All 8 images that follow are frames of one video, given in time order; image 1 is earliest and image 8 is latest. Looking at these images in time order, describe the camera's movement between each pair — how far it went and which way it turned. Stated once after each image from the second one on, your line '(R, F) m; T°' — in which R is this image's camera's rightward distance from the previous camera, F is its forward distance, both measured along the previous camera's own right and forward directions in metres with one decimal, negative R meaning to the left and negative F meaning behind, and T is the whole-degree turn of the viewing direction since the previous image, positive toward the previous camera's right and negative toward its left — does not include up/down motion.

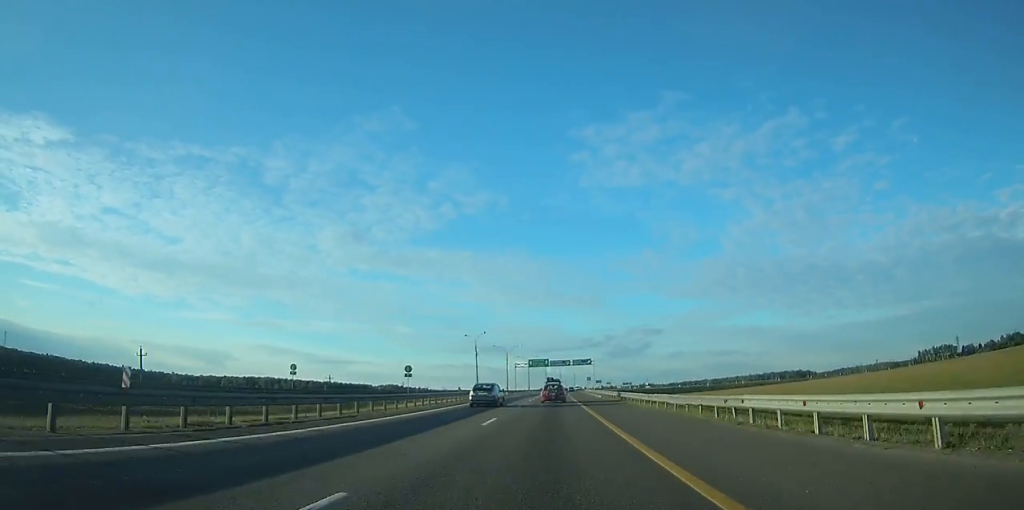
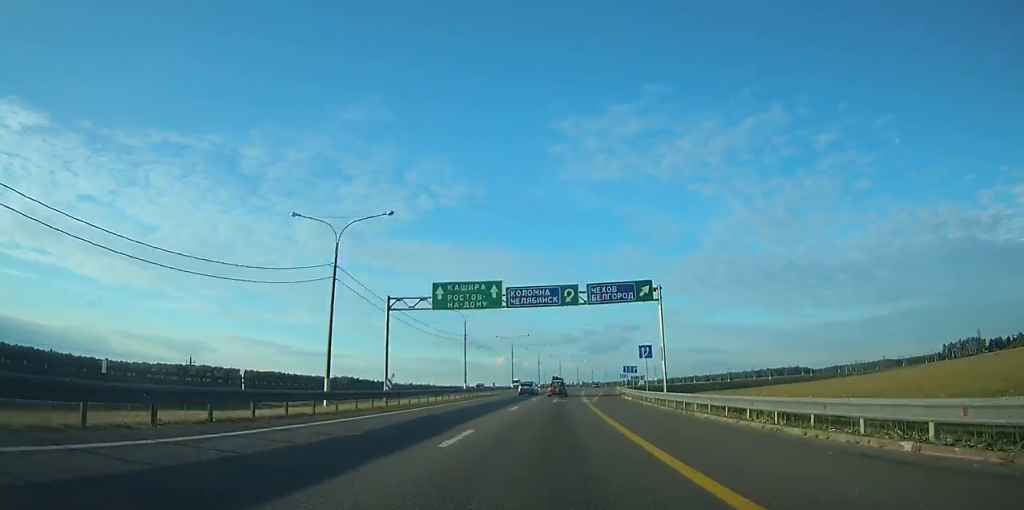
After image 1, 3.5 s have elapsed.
(+0.9, +102.1) m; +2°
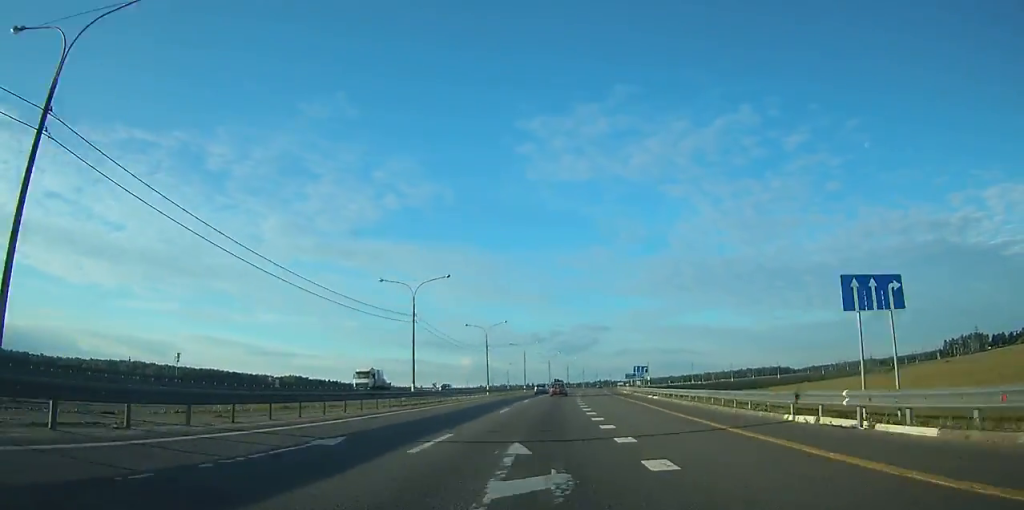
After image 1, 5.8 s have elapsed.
(+1.2, +63.6) m; +2°
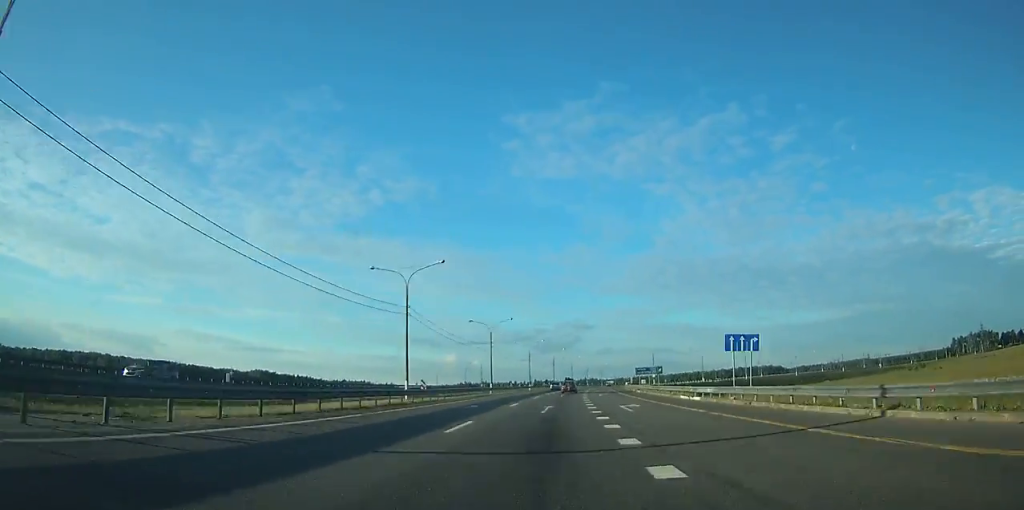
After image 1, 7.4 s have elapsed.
(+1.1, +42.3) m; +2°
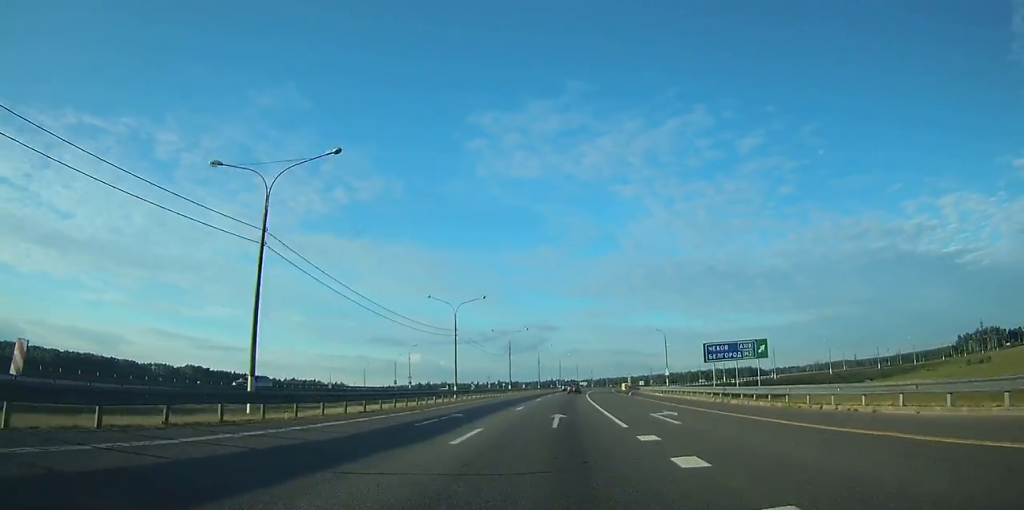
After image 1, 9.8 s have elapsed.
(+1.3, +64.3) m; +3°
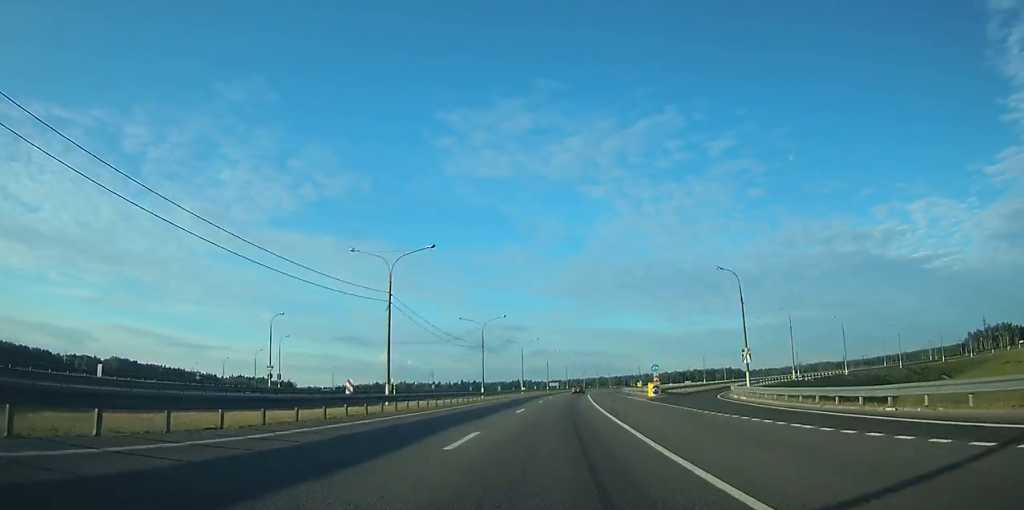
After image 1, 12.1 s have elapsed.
(+1.5, +61.0) m; +3°
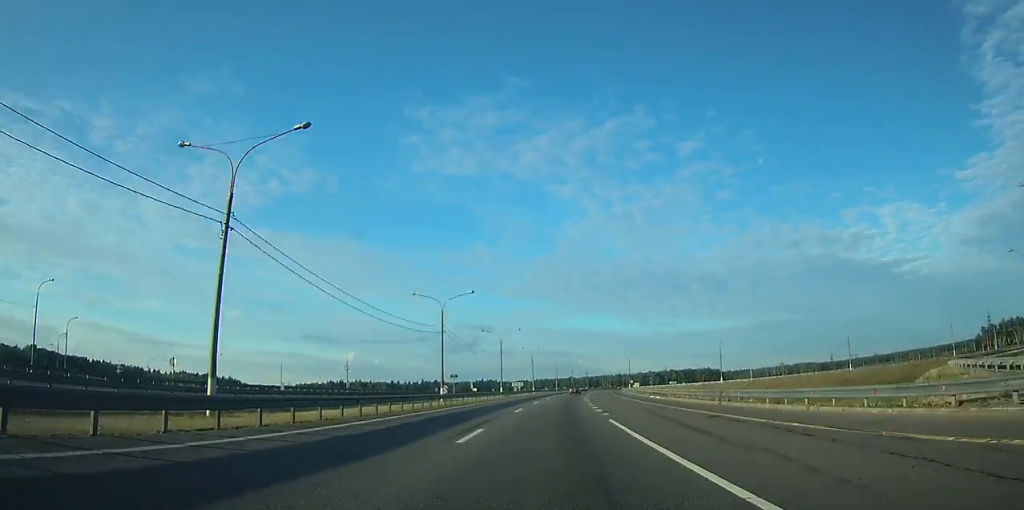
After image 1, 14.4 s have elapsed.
(+2.1, +61.5) m; +3°
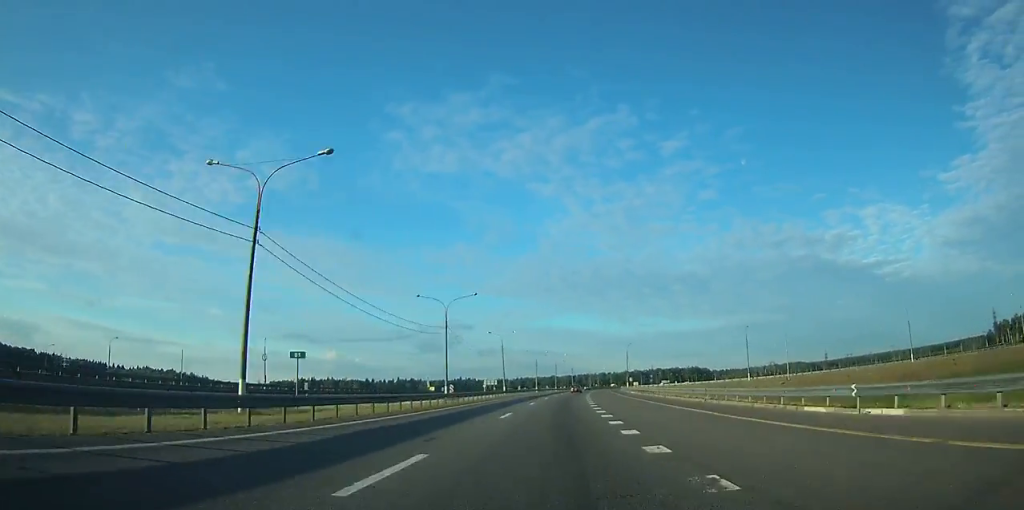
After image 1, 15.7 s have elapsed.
(+0.1, +36.6) m; +2°
